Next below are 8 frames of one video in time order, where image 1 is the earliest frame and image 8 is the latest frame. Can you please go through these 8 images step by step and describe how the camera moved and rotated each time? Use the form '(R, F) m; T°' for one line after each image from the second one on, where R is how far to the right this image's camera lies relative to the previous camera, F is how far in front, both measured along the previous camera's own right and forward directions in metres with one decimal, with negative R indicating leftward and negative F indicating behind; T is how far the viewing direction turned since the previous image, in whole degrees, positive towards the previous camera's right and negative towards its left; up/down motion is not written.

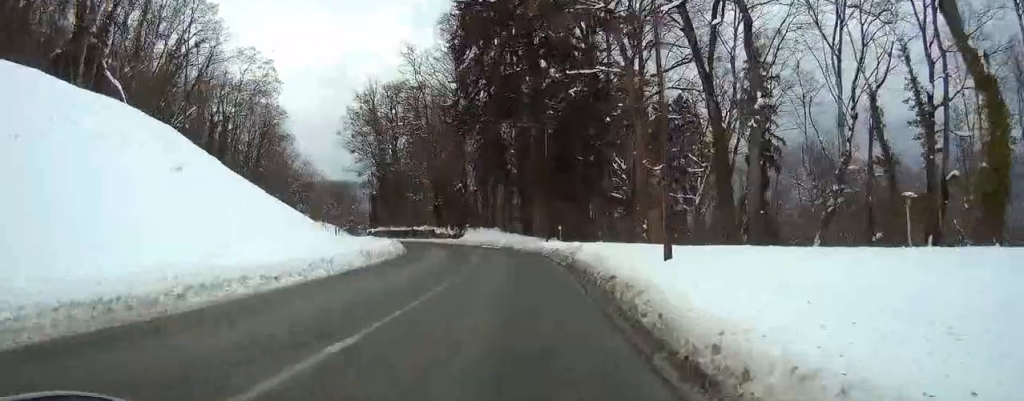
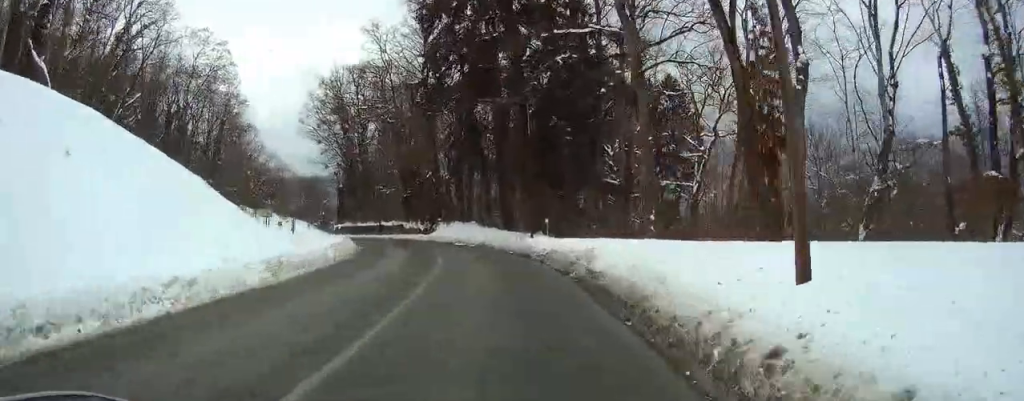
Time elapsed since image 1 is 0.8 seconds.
(-0.1, +7.3) m; +3°
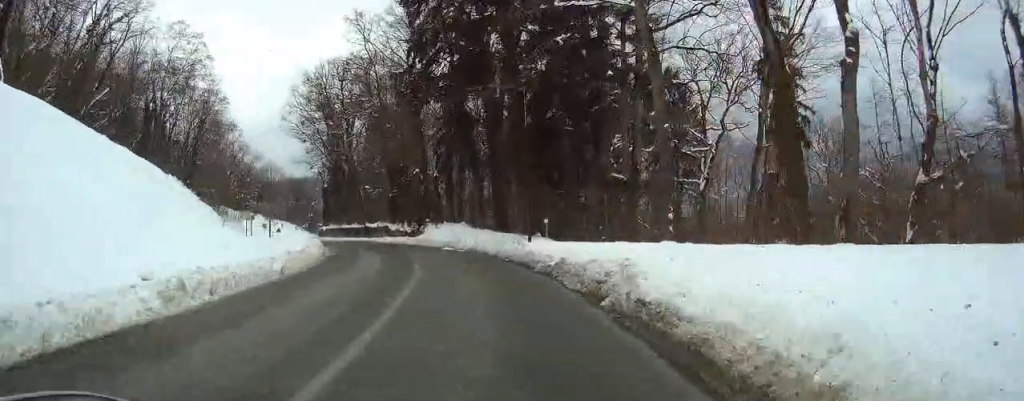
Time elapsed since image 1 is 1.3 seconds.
(+0.3, +5.3) m; +1°
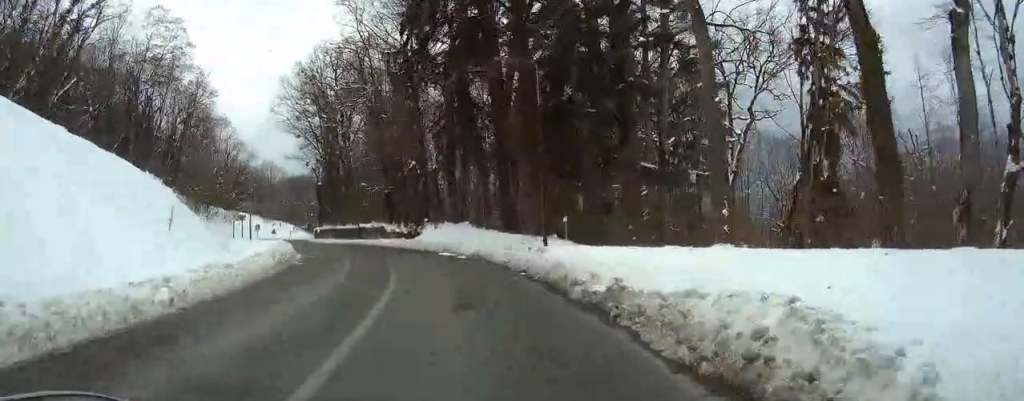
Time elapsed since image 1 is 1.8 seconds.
(+0.2, +5.8) m; 0°
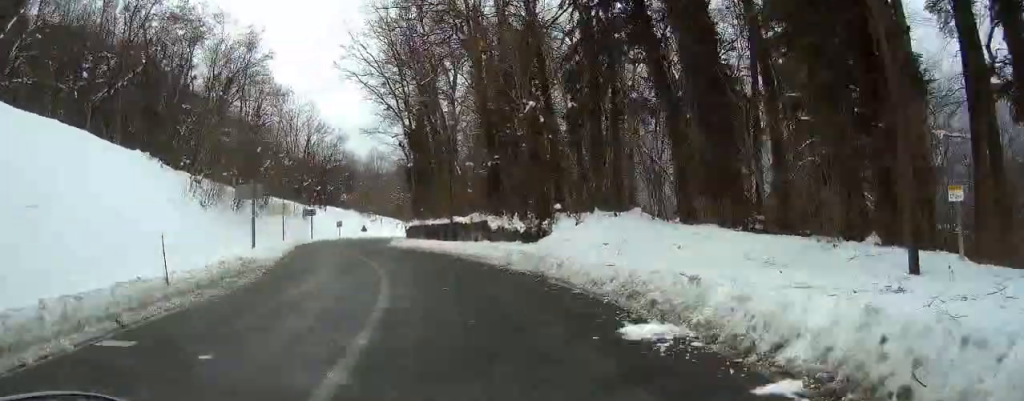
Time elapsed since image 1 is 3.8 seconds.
(-1.9, +21.8) m; -13°
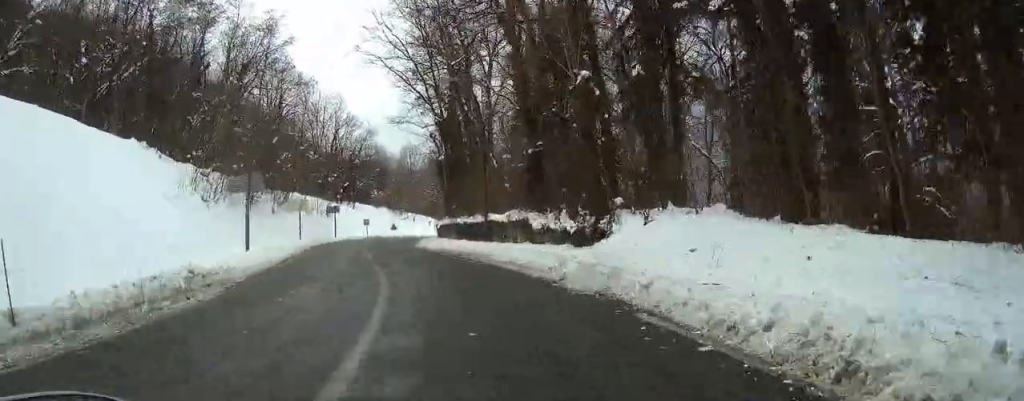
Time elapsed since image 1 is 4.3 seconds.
(-0.4, +5.4) m; -2°
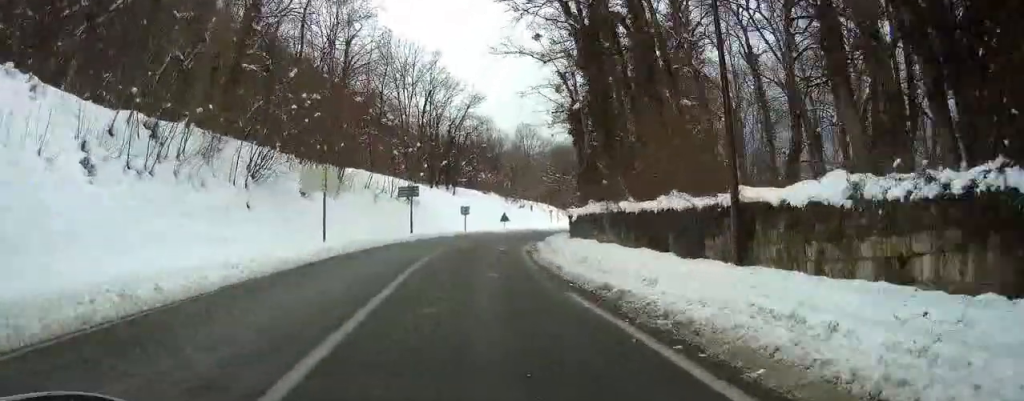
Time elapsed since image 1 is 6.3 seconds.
(-1.5, +22.7) m; -8°
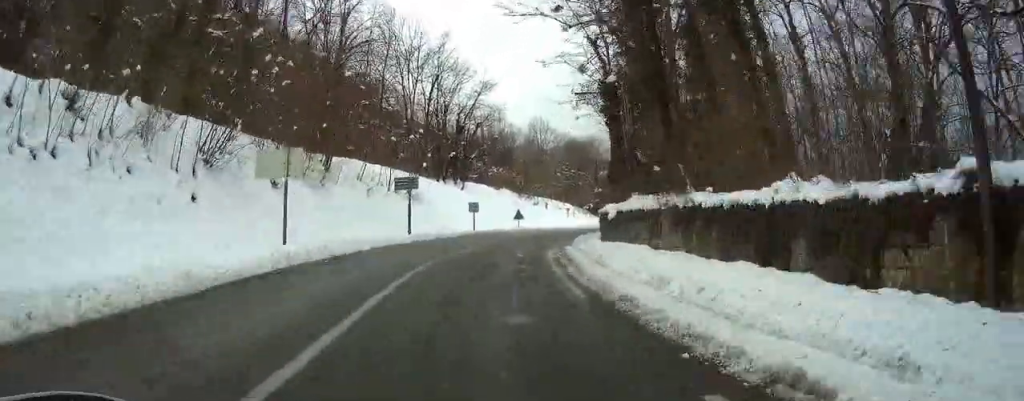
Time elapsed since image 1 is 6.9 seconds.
(-0.1, +6.3) m; -2°
